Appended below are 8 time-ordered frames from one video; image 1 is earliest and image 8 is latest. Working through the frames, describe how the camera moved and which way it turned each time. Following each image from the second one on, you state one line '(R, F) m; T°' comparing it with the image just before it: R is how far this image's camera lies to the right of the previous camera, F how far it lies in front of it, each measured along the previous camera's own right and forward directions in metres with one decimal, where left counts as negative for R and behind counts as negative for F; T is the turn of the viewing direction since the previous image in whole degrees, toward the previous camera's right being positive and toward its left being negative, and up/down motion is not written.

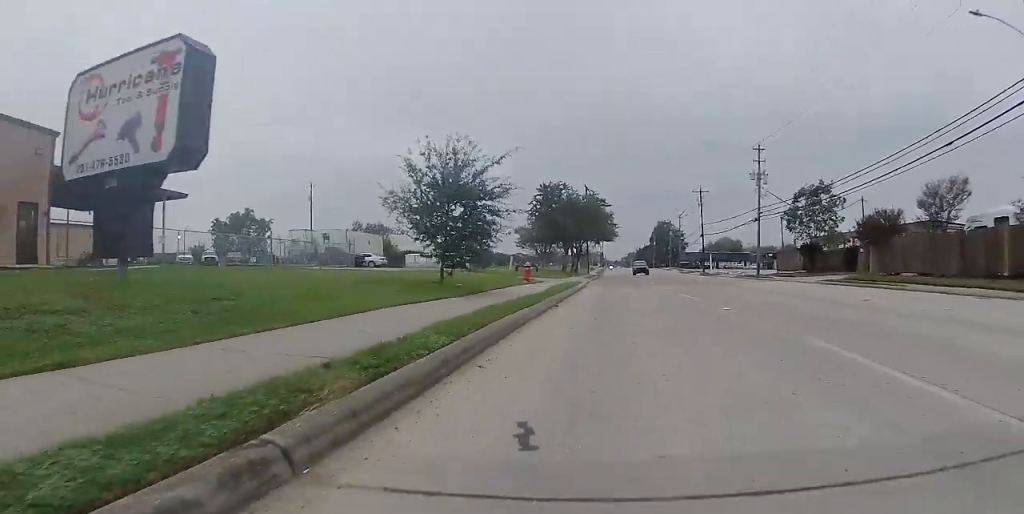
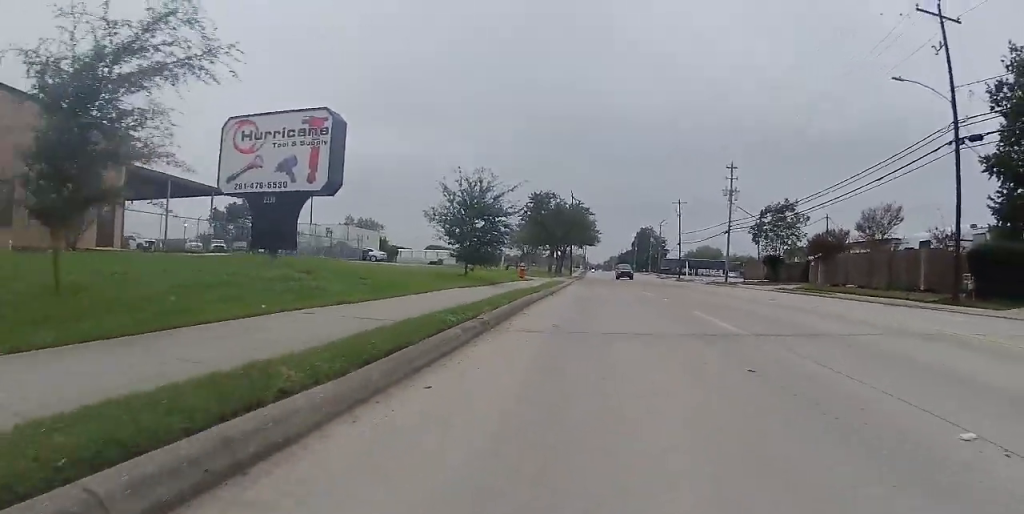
(0.0, +5.0) m; 0°
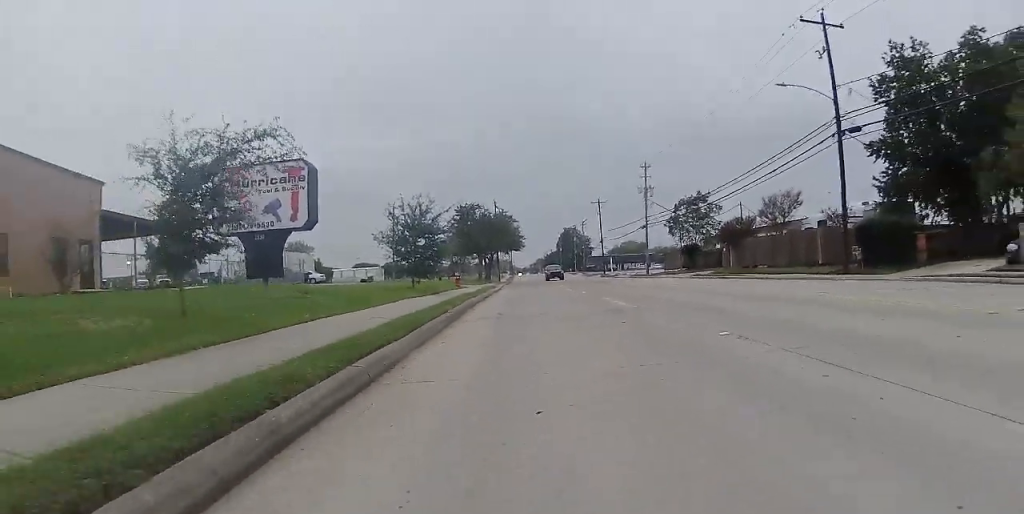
(0.0, +3.2) m; 0°
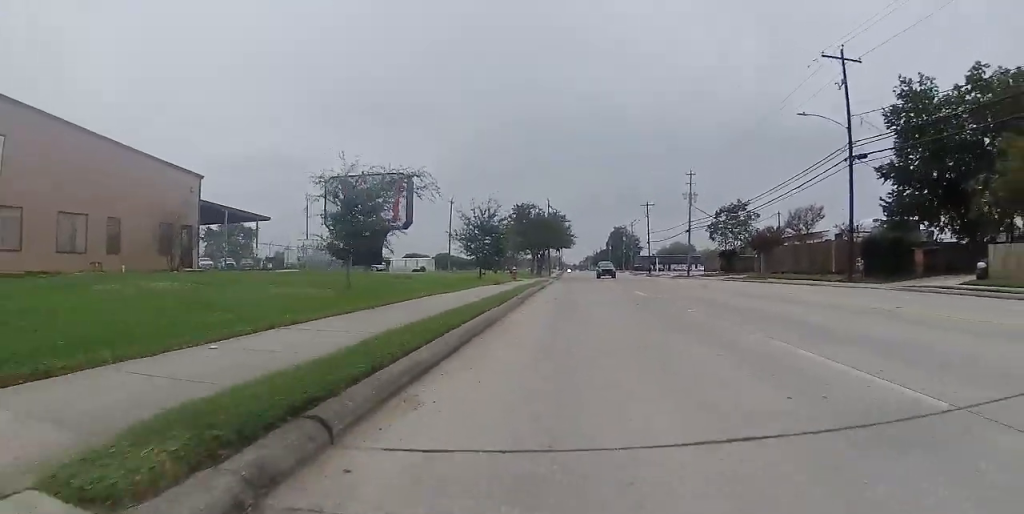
(0.0, +4.0) m; 0°
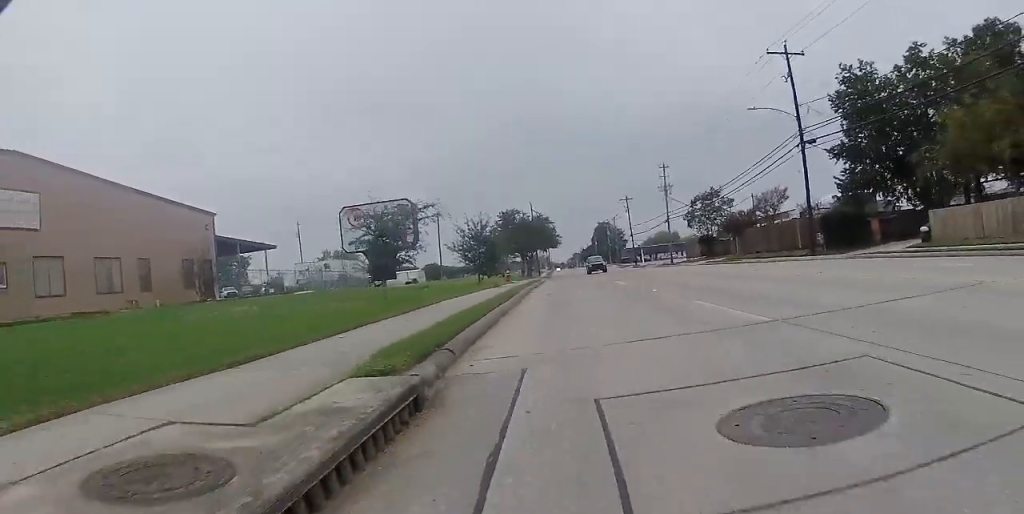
(0.0, +3.1) m; 0°
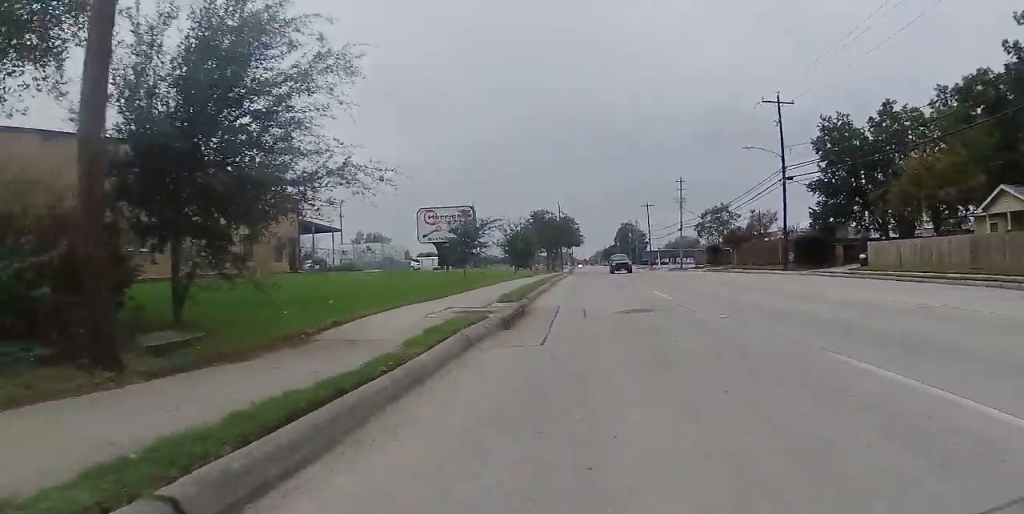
(0.0, +7.9) m; 0°
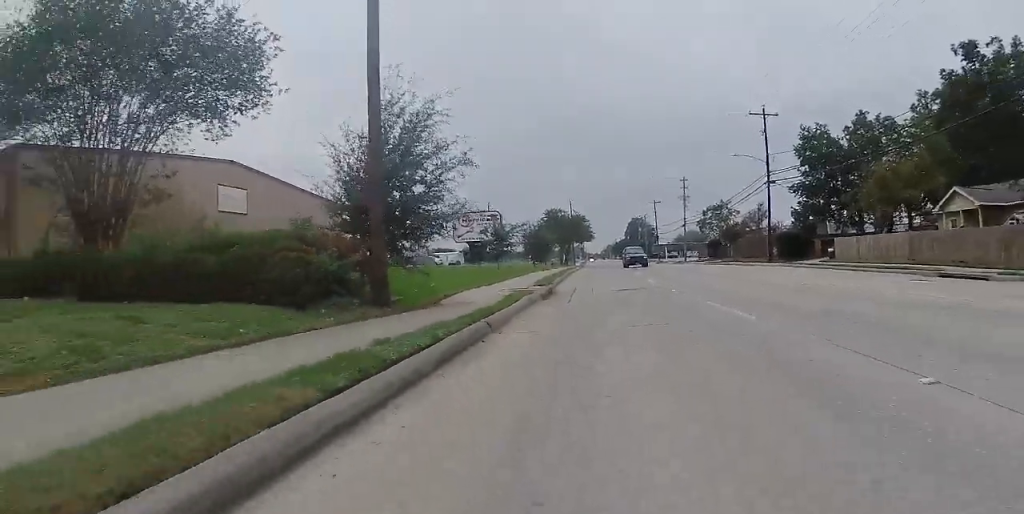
(0.0, +5.9) m; 0°
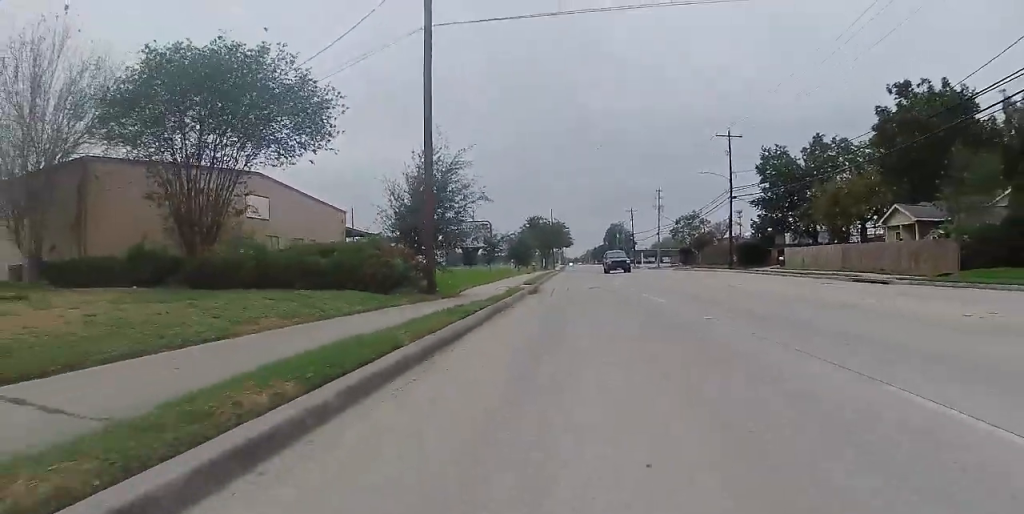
(0.0, +5.3) m; 0°
